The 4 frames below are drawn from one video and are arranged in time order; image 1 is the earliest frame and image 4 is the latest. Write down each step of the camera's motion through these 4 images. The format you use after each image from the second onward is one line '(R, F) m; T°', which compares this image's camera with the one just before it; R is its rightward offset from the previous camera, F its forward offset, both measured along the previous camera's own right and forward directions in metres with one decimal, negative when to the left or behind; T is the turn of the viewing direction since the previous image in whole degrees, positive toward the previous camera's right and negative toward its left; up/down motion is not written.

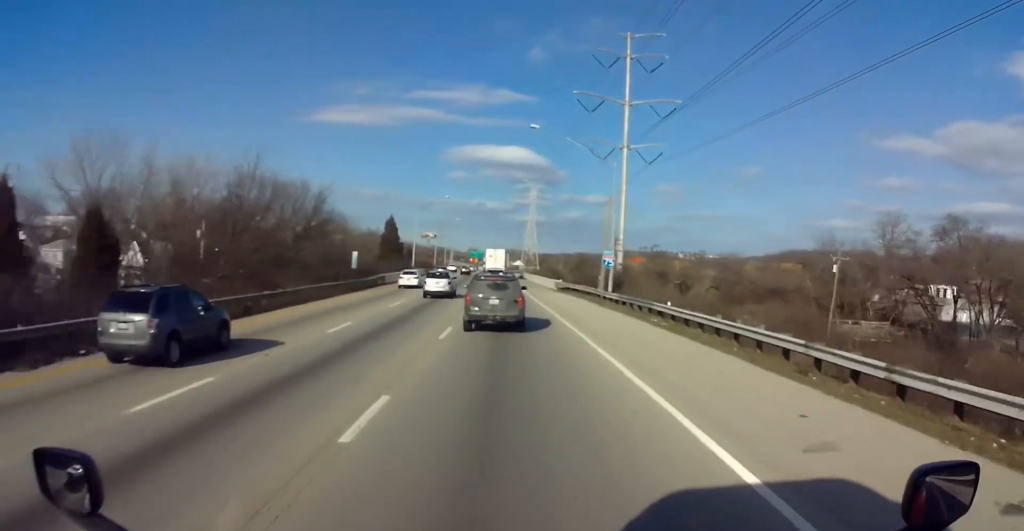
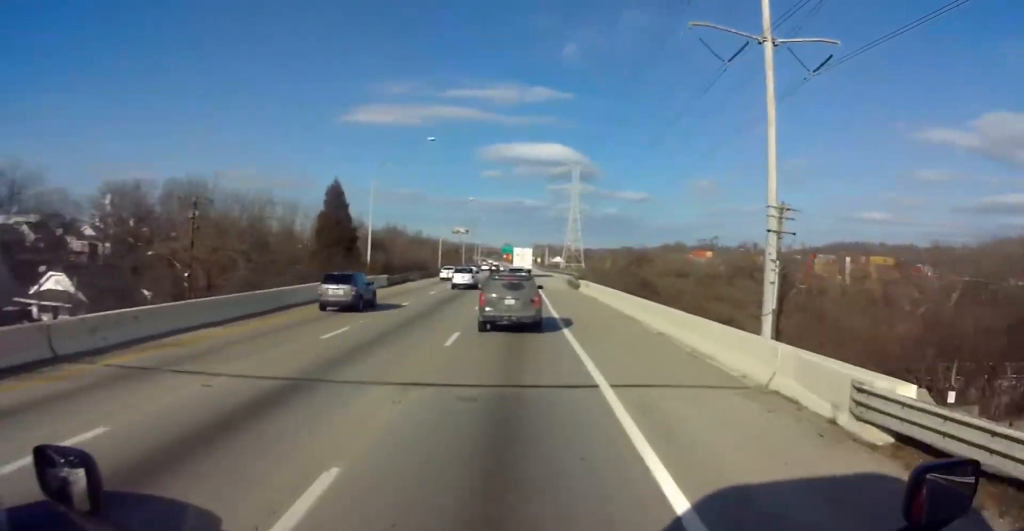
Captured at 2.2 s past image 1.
(-1.7, +53.6) m; -3°
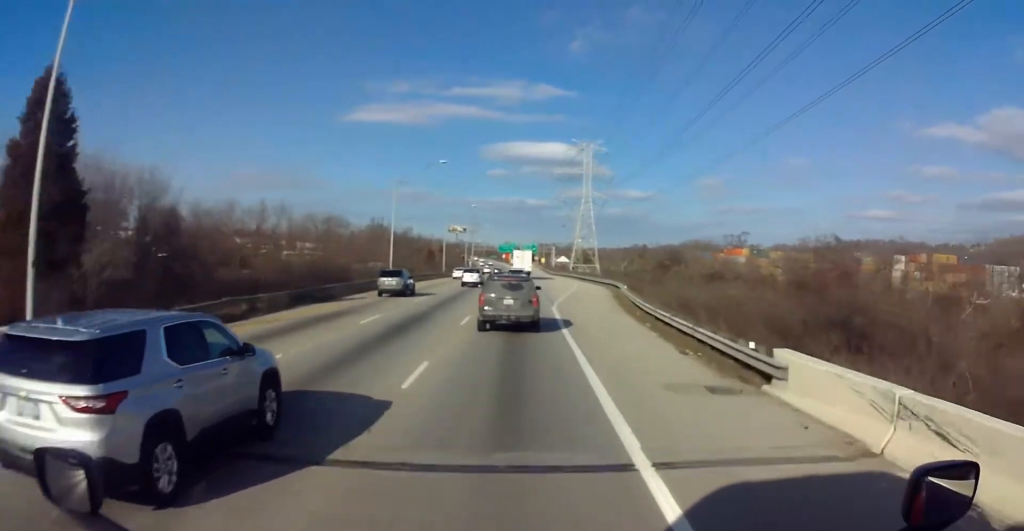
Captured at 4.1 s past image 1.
(0.0, +43.8) m; 0°
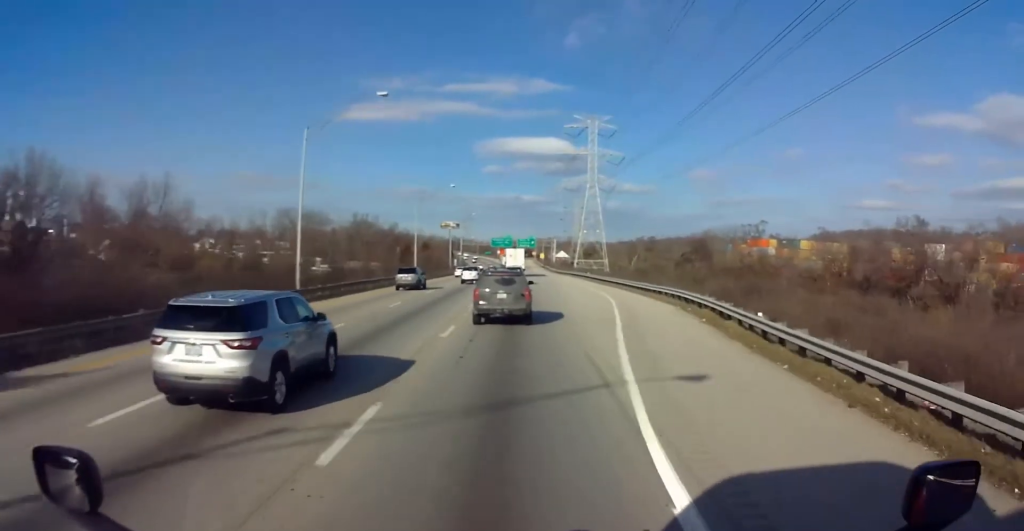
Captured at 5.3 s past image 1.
(-0.1, +29.0) m; 0°
